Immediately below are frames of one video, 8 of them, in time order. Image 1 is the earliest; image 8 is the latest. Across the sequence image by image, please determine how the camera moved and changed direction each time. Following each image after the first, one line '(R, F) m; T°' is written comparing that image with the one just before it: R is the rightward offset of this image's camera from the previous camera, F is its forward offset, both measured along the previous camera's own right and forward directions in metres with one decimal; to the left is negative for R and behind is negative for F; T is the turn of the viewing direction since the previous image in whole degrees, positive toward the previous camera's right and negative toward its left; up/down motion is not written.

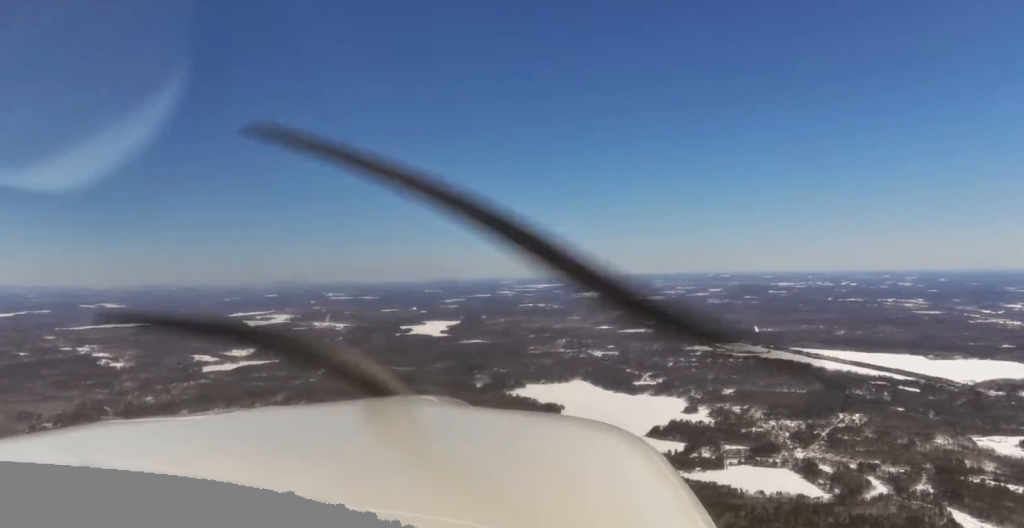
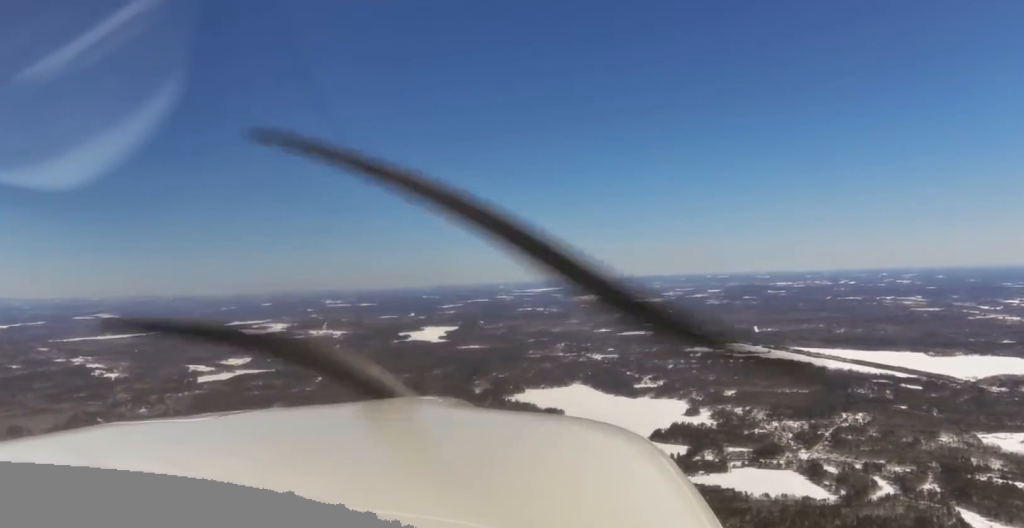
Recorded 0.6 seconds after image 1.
(+0.5, +36.6) m; +1°
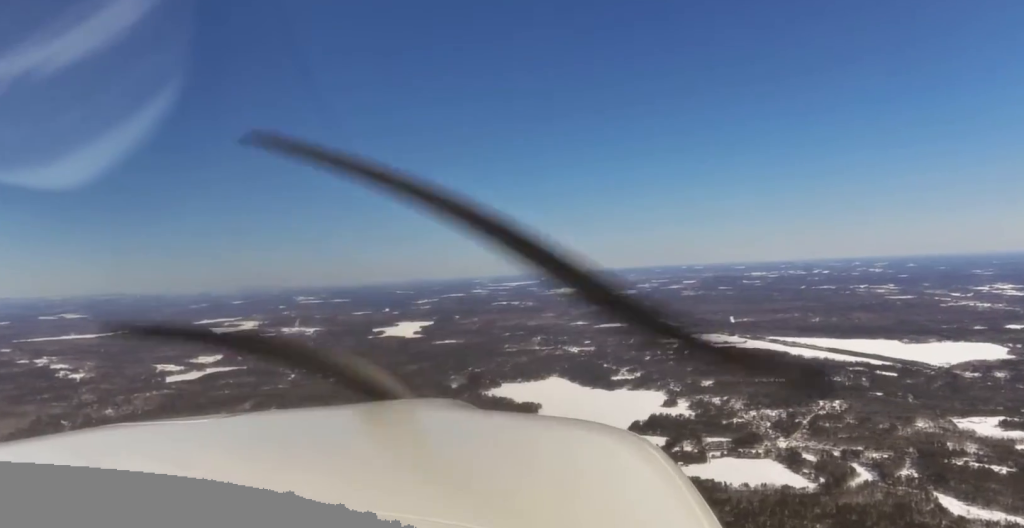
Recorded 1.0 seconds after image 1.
(+0.1, +26.4) m; 0°
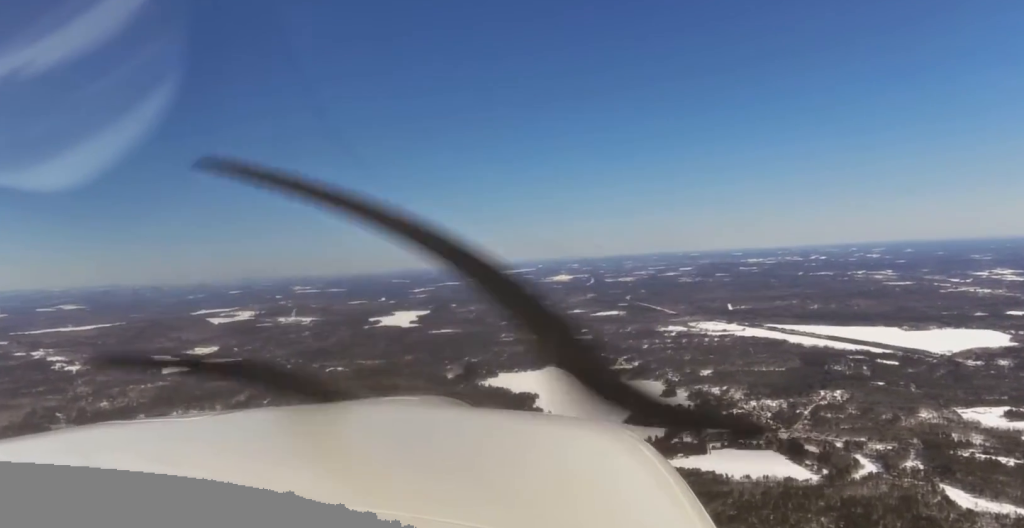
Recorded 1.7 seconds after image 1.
(-0.1, +38.6) m; 0°
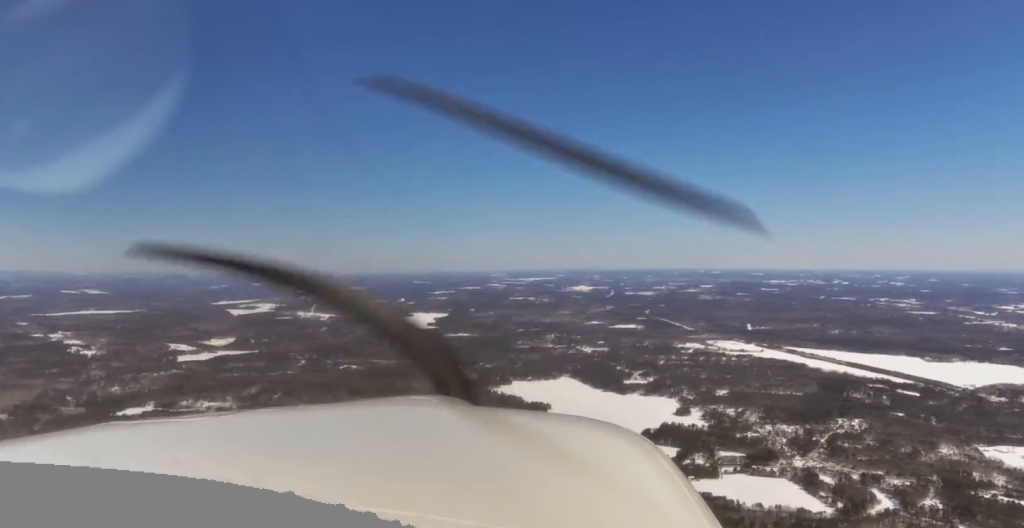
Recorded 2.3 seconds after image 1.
(+0.4, +40.4) m; 0°
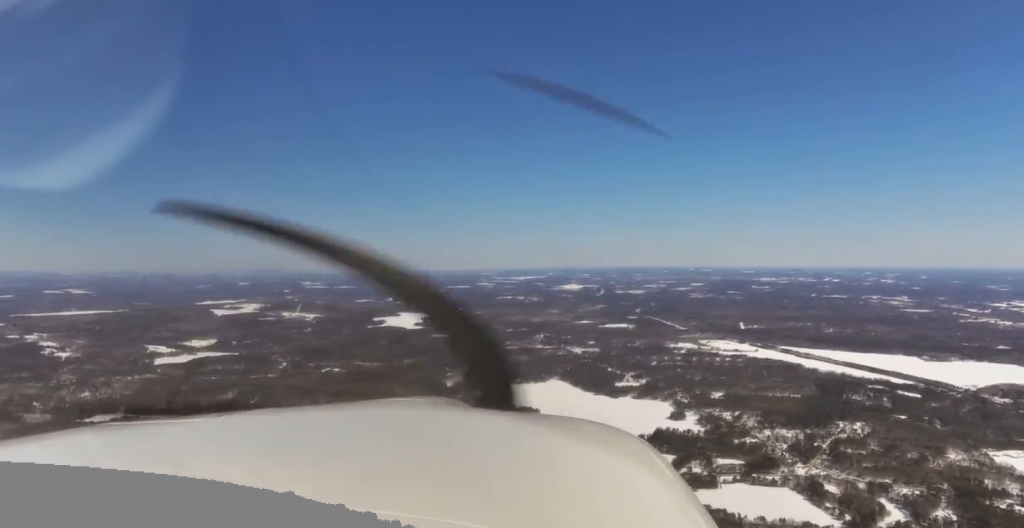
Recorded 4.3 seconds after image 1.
(-2.8, +120.9) m; -1°
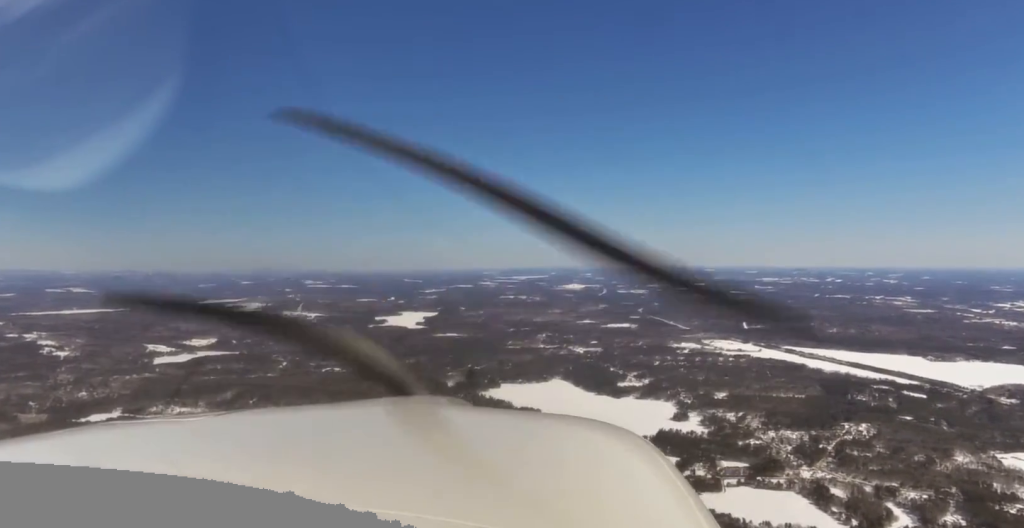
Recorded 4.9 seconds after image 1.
(-0.1, +34.3) m; +1°
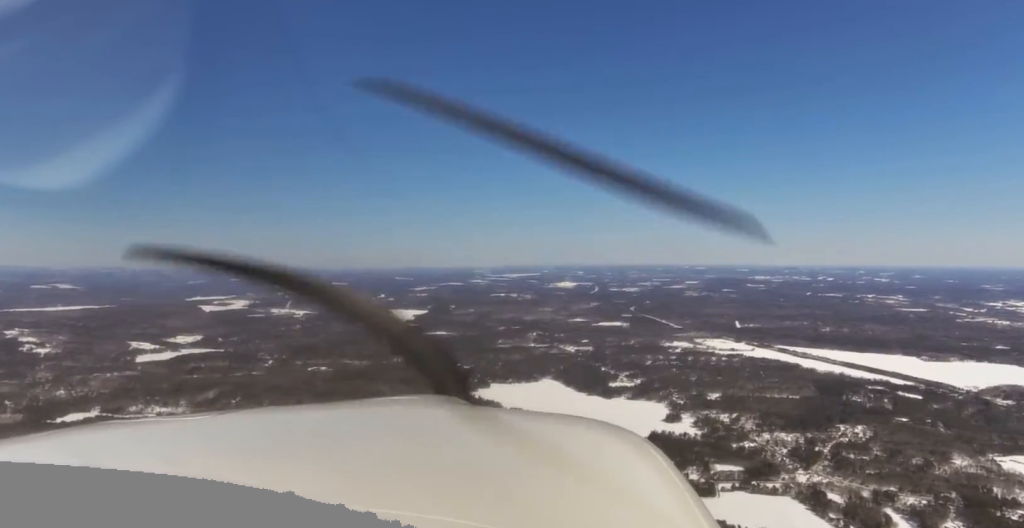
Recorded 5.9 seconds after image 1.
(+1.3, +58.6) m; +1°
